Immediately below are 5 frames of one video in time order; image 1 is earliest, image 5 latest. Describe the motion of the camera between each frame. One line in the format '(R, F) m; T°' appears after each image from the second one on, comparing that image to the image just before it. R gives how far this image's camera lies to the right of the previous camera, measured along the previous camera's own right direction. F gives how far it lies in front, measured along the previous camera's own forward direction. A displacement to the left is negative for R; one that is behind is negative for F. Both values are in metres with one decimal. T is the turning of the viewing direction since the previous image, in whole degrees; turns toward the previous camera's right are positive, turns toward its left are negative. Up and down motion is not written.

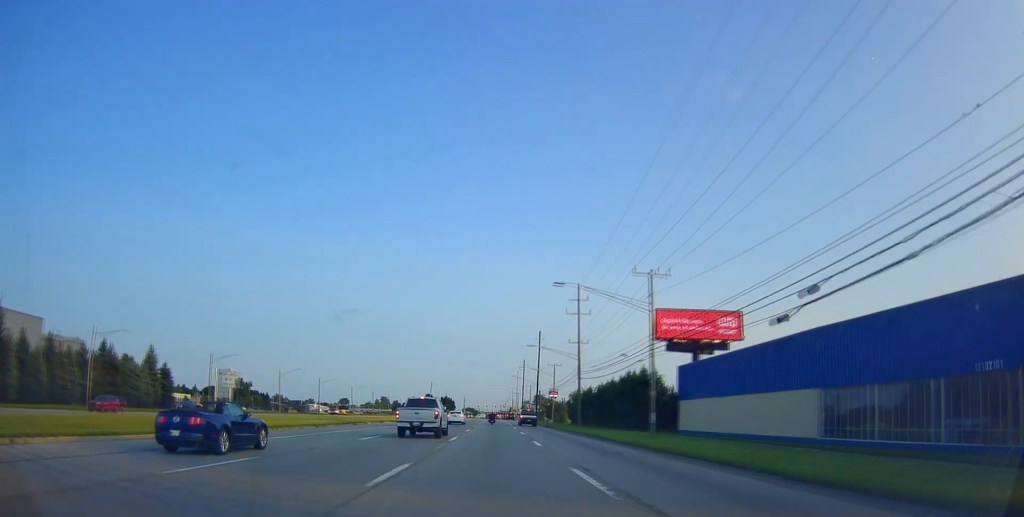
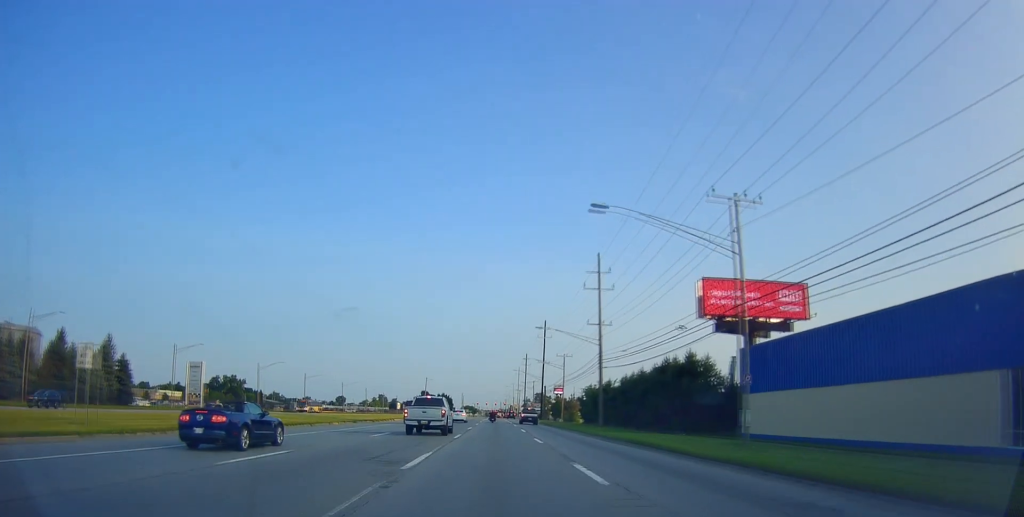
(0.0, +13.9) m; 0°
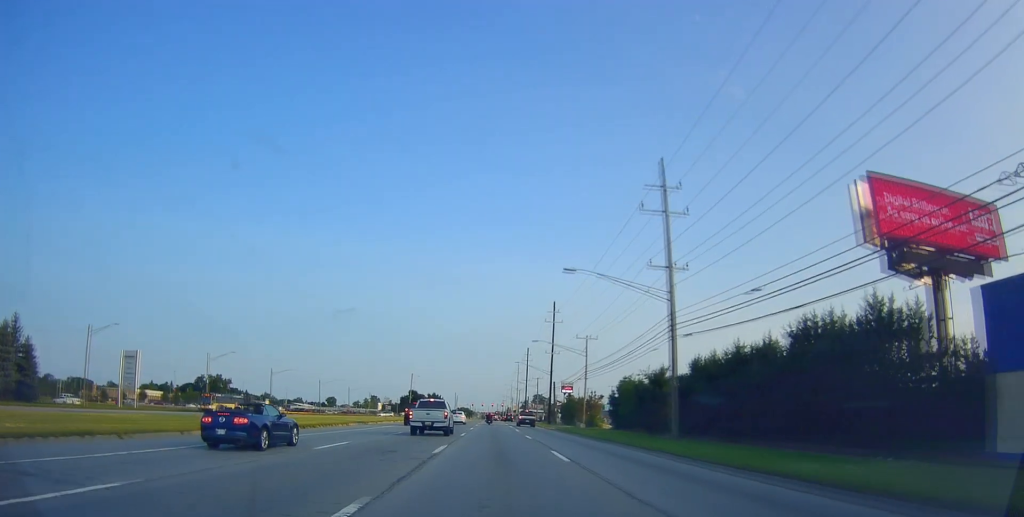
(0.0, +24.1) m; +1°
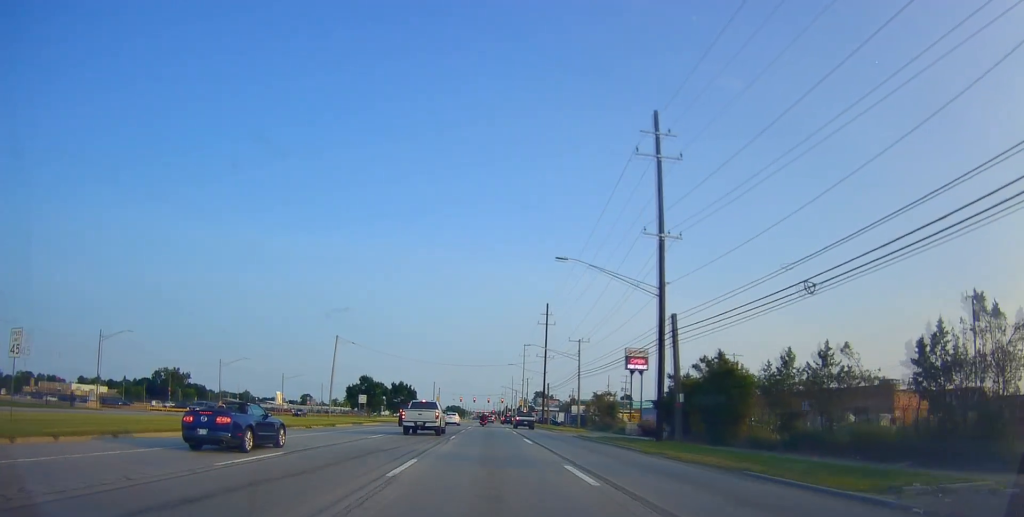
(+0.6, +69.0) m; +1°
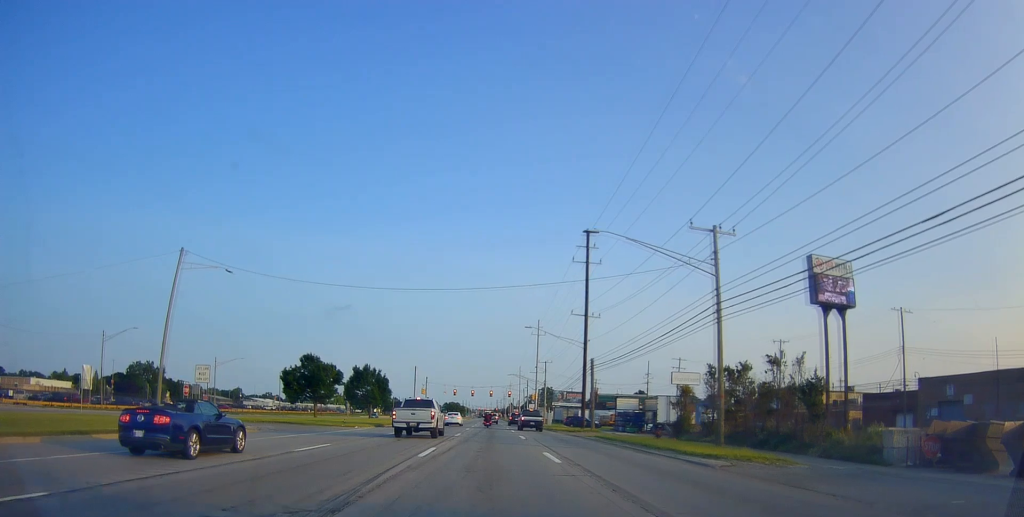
(0.0, +43.3) m; -2°
